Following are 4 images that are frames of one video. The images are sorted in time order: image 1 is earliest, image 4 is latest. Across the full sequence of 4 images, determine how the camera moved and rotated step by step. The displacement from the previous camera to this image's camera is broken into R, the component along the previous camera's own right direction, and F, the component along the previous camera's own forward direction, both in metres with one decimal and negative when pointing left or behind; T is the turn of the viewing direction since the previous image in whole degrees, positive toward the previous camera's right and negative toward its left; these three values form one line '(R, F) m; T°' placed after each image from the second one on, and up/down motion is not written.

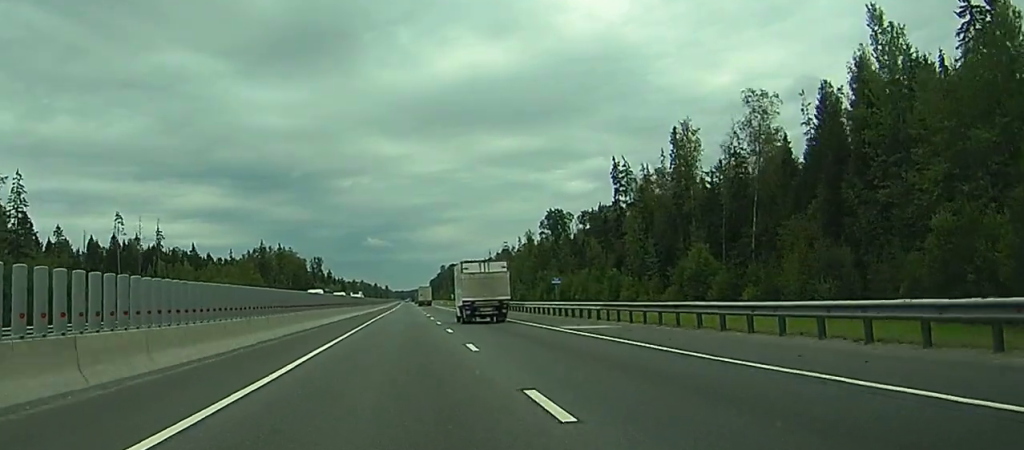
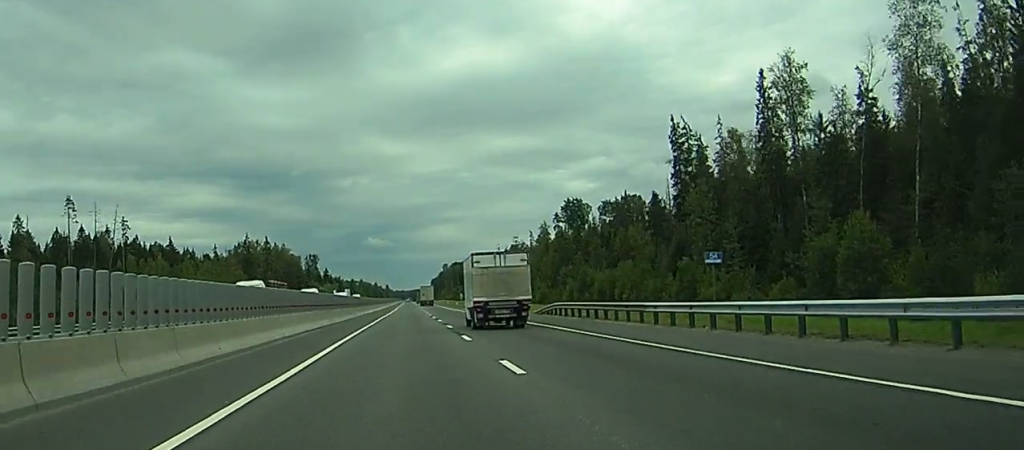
(-0.1, +30.4) m; 0°
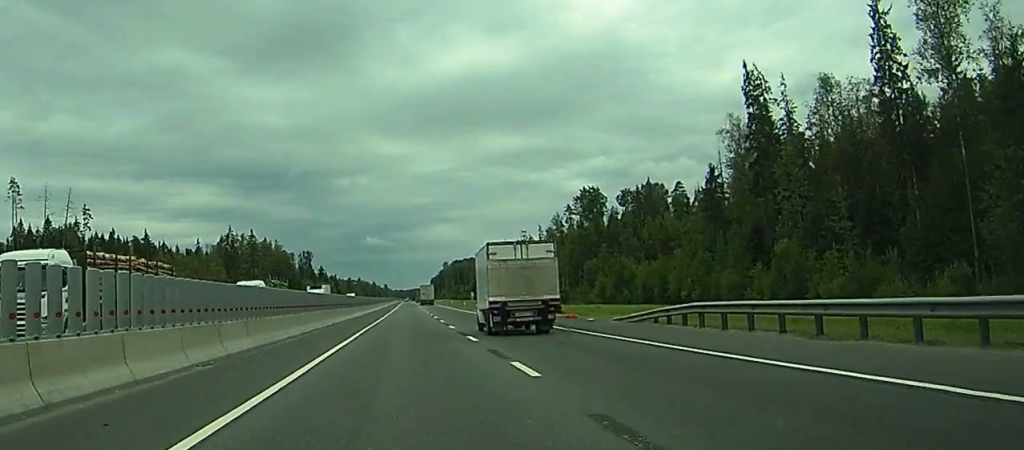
(0.0, +24.5) m; 0°
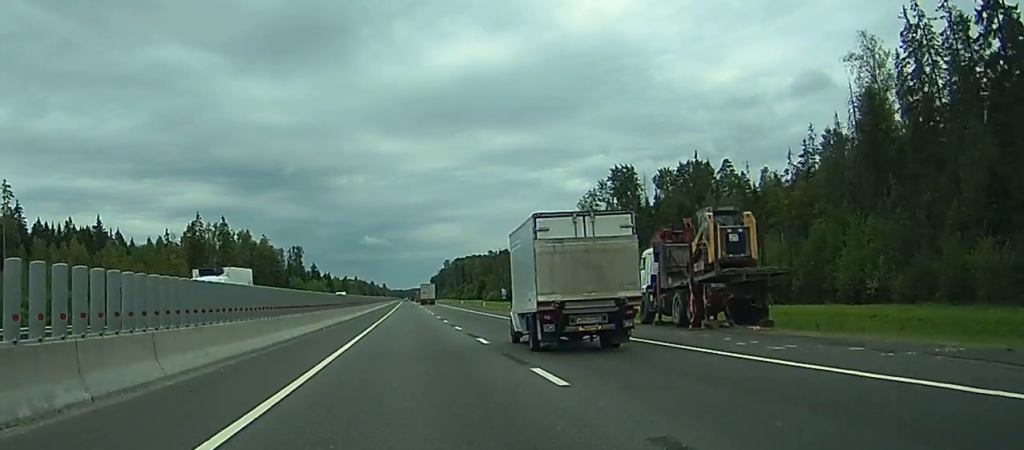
(+0.1, +37.3) m; 0°
